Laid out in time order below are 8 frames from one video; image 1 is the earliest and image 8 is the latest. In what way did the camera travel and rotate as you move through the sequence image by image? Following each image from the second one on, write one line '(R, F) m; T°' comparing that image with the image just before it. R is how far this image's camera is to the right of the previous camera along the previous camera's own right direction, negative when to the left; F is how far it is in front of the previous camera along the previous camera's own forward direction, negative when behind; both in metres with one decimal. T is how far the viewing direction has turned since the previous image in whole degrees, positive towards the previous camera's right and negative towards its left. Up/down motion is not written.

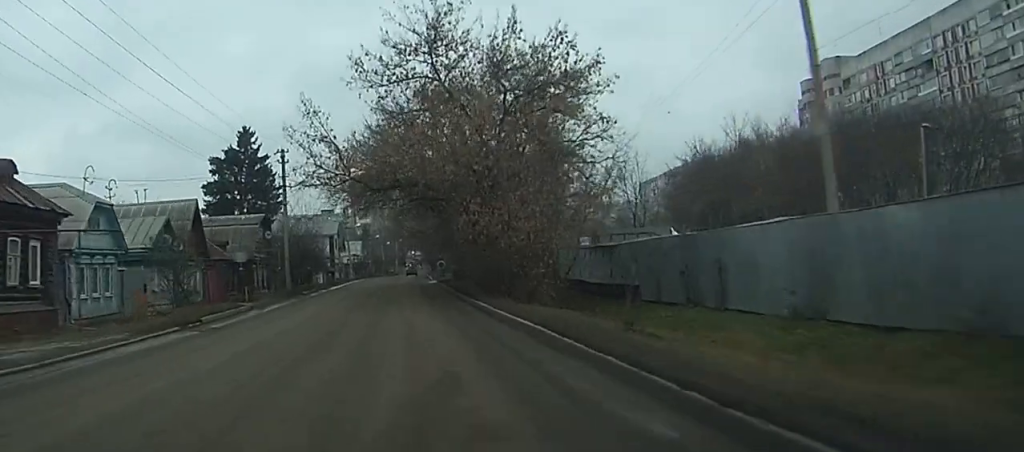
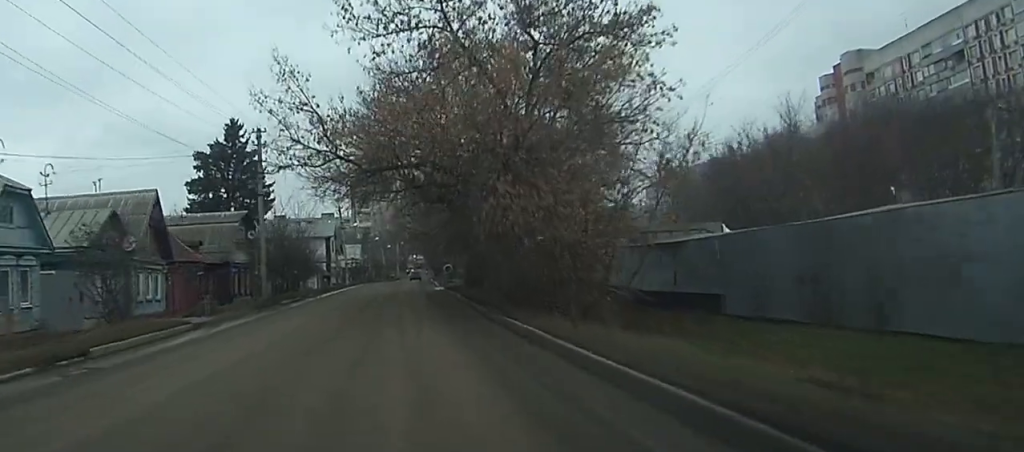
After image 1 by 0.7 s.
(0.0, +8.2) m; 0°
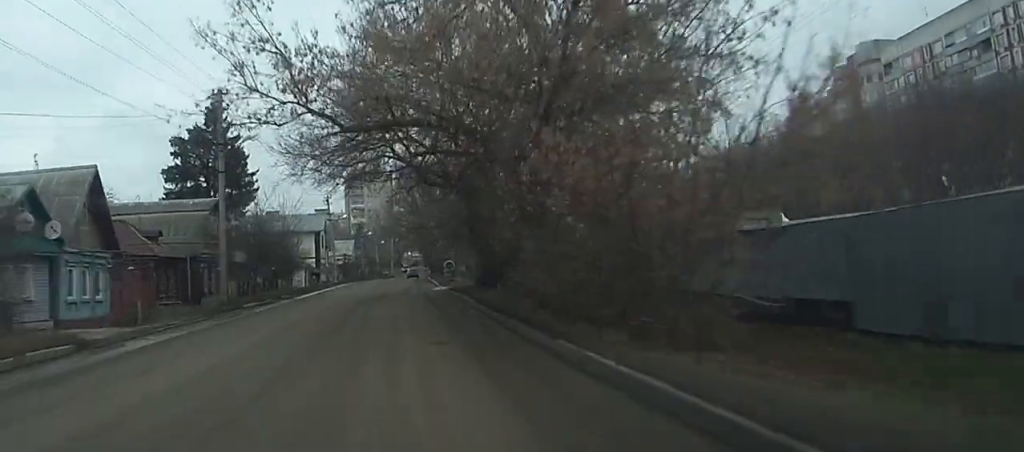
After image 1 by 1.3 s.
(0.0, +7.4) m; 0°
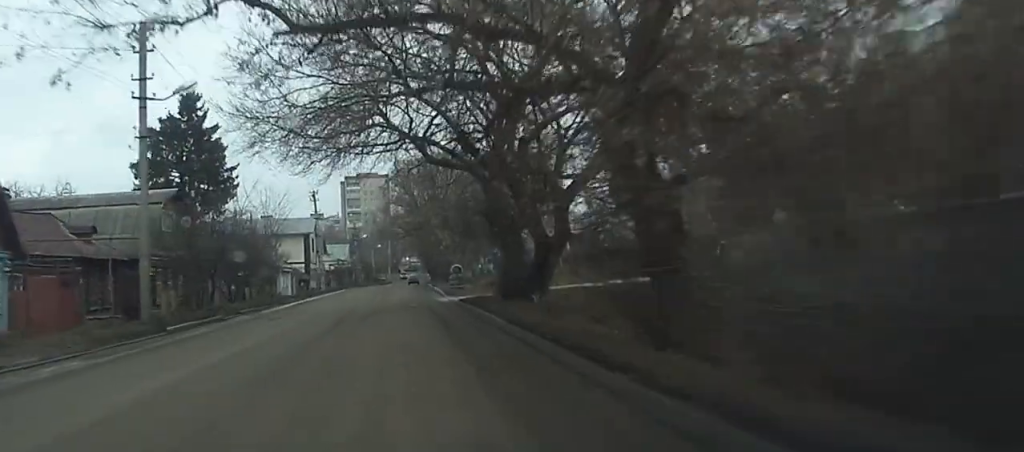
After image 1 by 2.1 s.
(0.0, +9.0) m; +1°
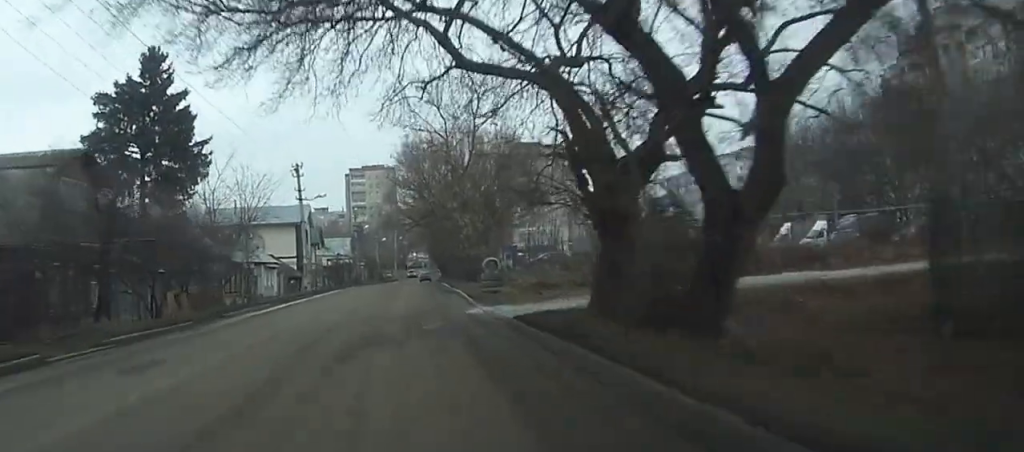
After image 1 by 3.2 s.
(+0.2, +13.3) m; -1°
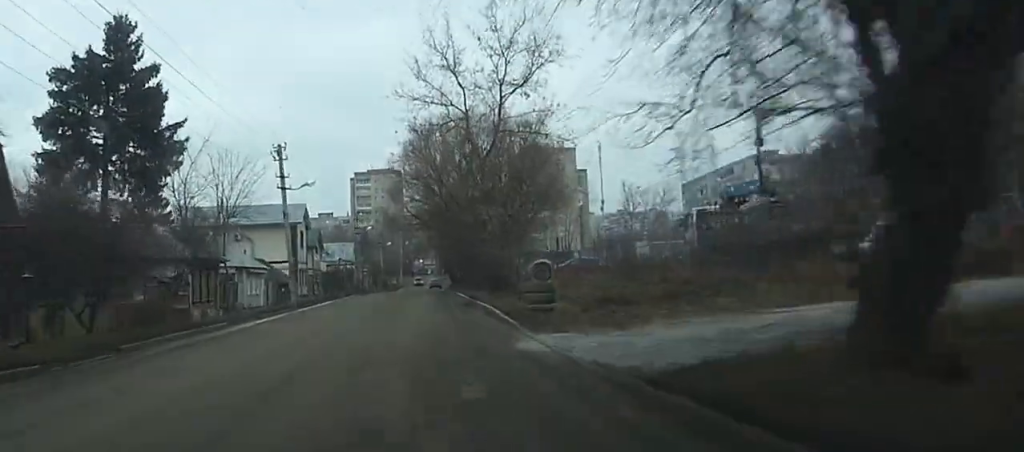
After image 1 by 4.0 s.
(-0.3, +9.4) m; 0°
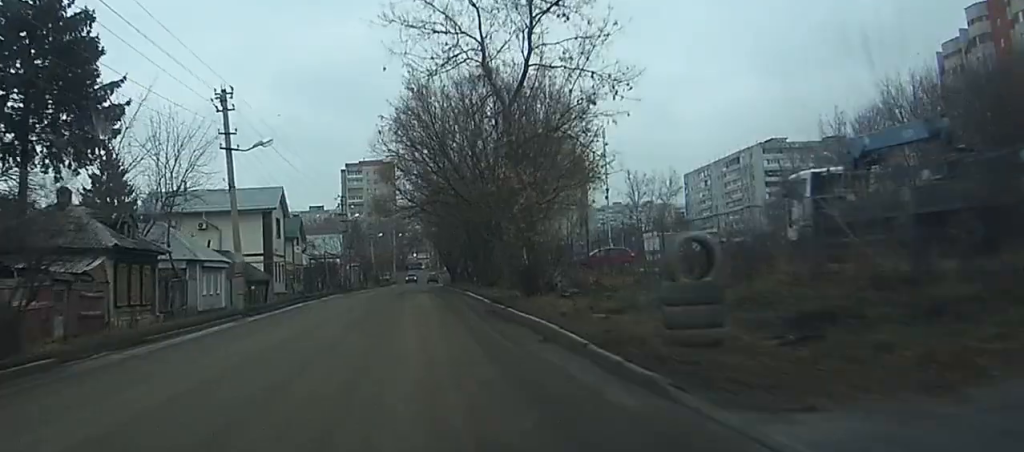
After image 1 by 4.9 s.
(+0.1, +10.6) m; -2°
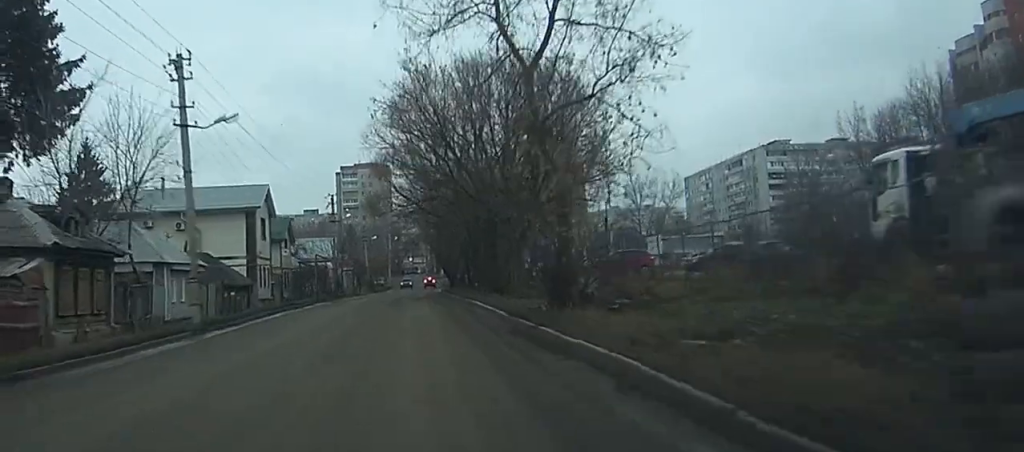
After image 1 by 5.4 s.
(+0.7, +5.1) m; -2°
